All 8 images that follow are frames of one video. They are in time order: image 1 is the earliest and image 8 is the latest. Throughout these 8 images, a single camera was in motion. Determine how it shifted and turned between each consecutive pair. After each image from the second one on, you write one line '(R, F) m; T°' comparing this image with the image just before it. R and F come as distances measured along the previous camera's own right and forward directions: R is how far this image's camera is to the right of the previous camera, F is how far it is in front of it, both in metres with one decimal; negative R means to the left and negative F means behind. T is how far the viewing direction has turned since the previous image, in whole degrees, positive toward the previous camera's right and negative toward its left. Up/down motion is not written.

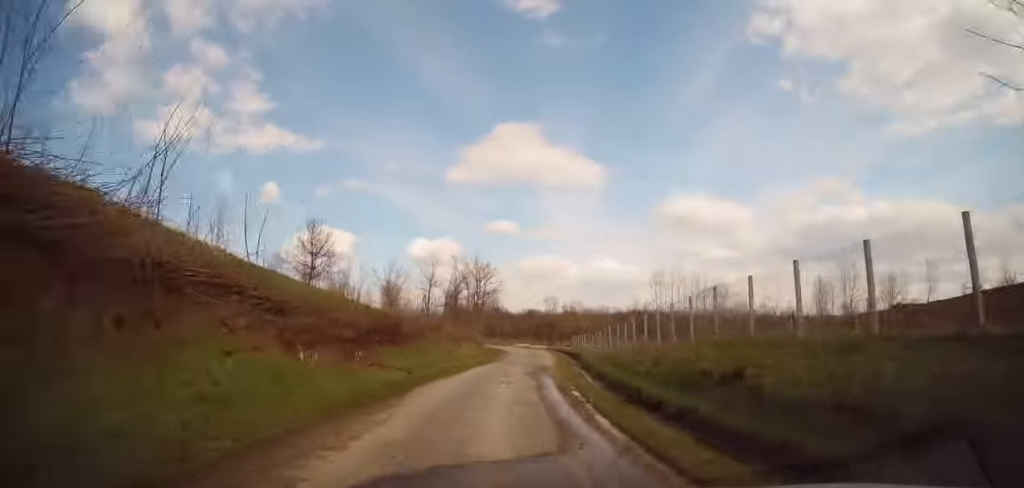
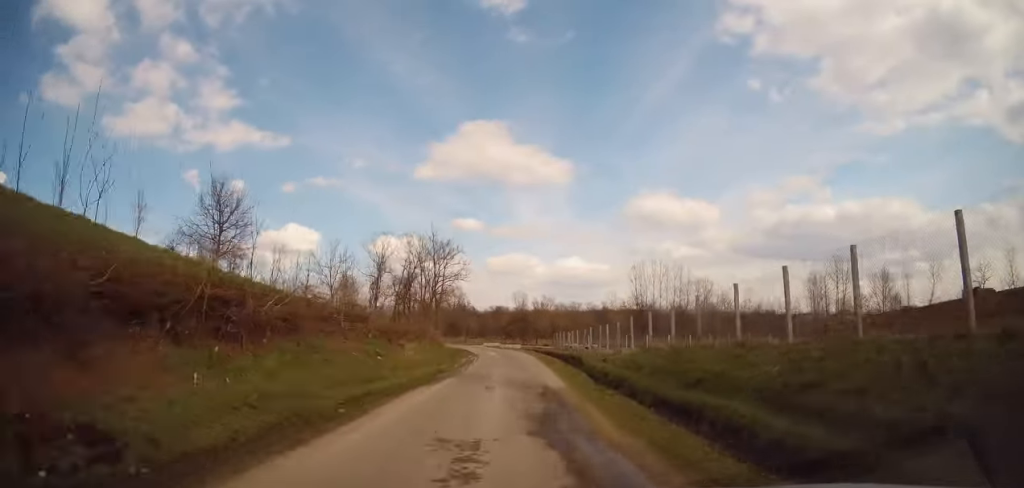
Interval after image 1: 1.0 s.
(+0.3, +14.1) m; +3°
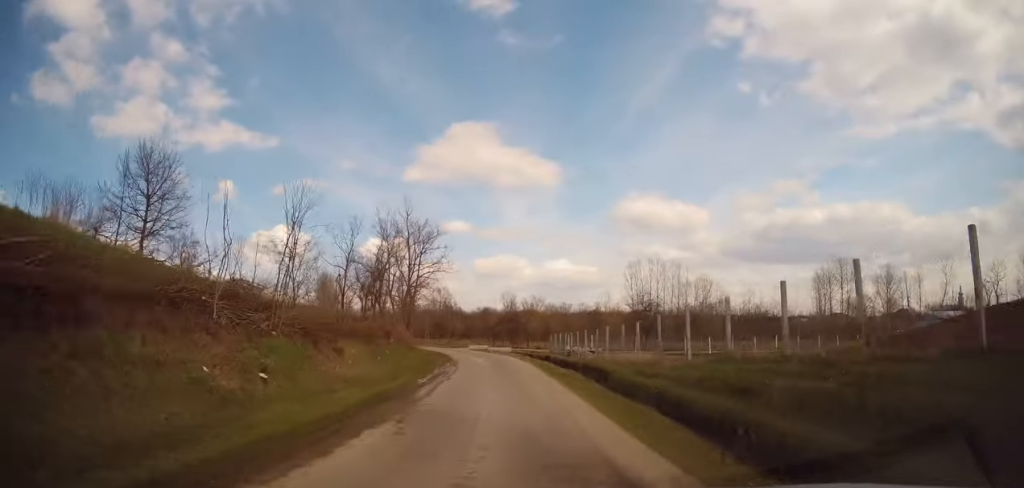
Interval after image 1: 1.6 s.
(+0.2, +8.9) m; +1°
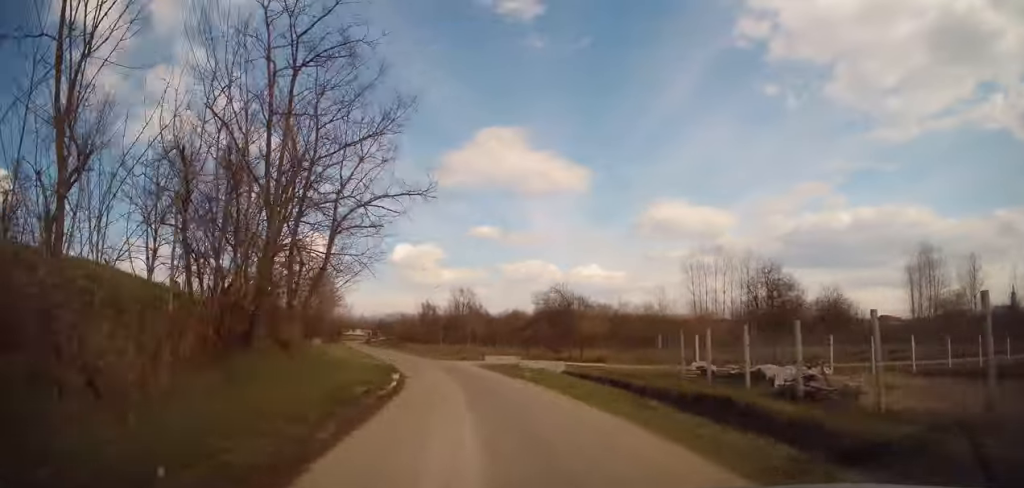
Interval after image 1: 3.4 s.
(+0.4, +27.7) m; -2°
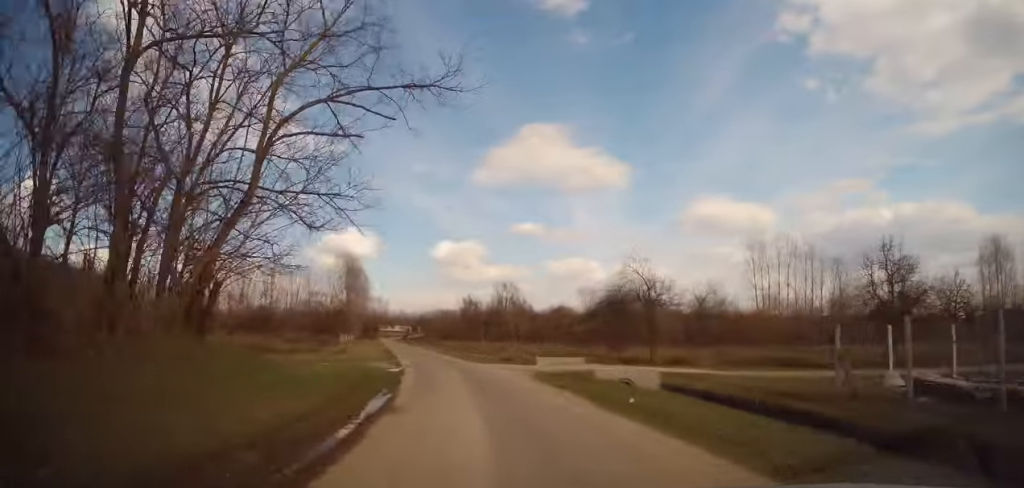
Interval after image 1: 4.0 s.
(0.0, +9.7) m; -4°
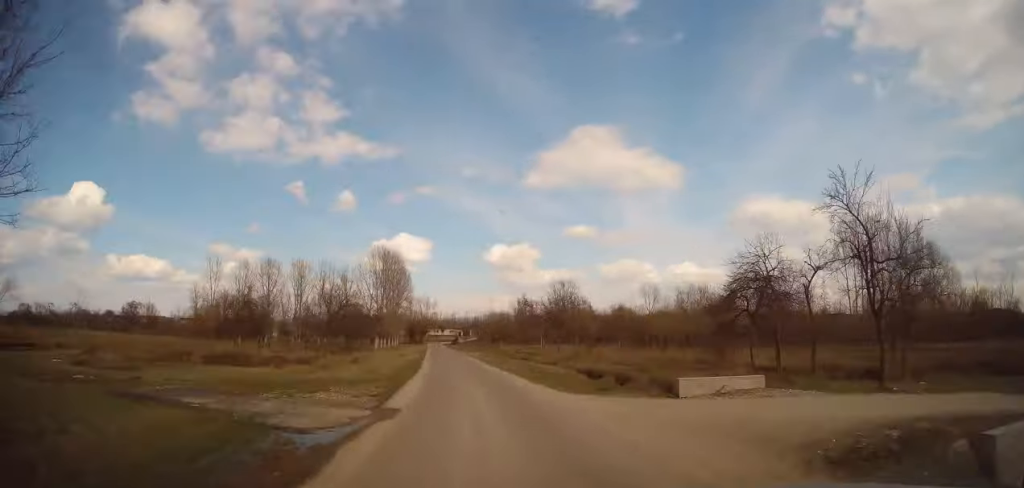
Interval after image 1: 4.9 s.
(-1.3, +14.0) m; -6°
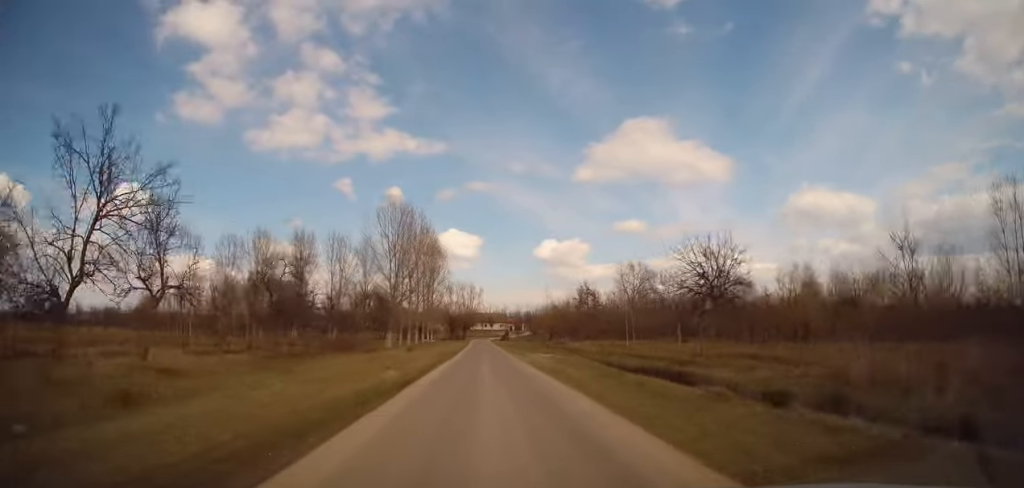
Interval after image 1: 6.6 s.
(-0.8, +26.6) m; -4°
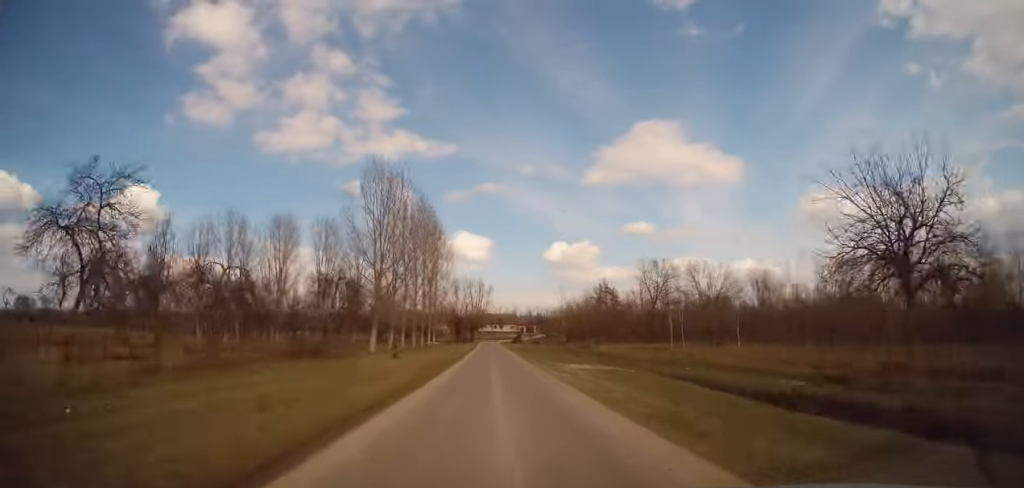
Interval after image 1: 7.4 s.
(-0.3, +12.6) m; -2°
